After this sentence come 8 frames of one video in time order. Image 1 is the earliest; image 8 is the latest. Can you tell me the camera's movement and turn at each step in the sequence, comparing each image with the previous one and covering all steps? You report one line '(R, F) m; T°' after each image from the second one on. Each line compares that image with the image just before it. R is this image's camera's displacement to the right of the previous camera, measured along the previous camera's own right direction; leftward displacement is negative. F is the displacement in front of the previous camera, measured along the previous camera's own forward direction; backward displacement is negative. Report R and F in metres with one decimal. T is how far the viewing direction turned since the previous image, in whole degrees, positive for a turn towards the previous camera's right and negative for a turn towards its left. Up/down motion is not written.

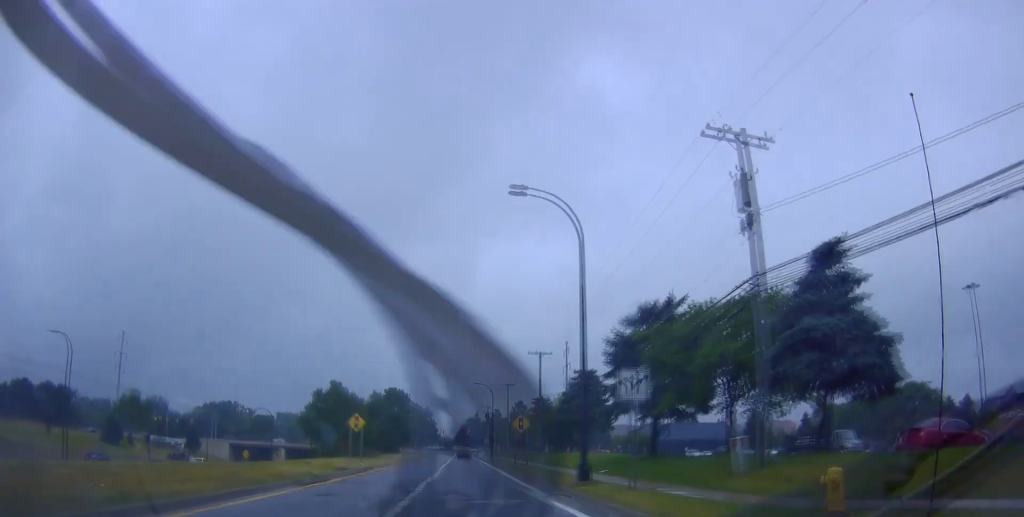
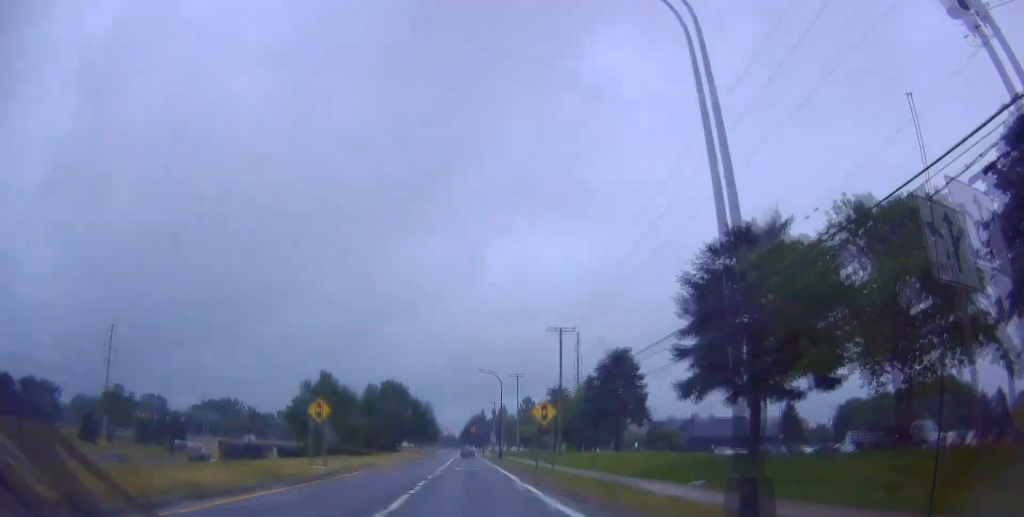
(+0.3, +11.7) m; 0°
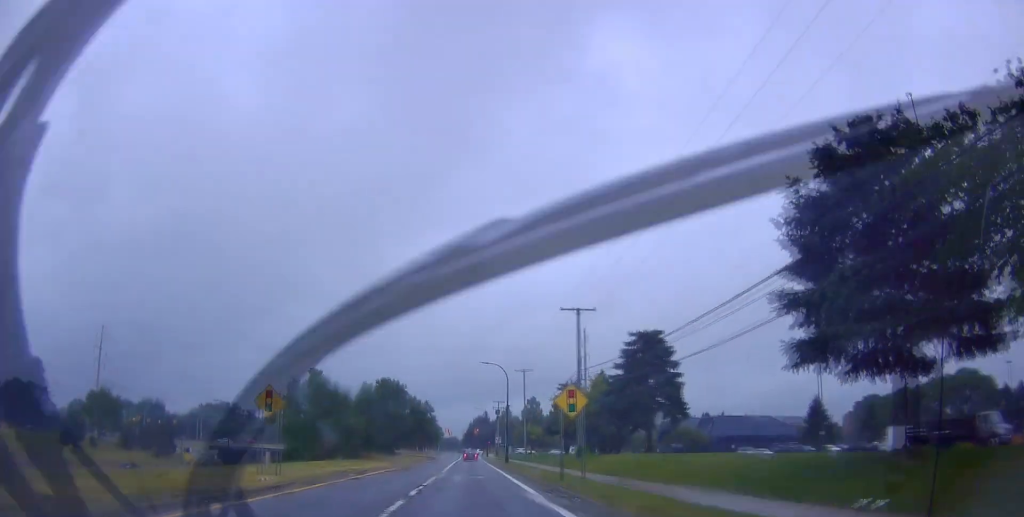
(-0.5, +7.9) m; -1°
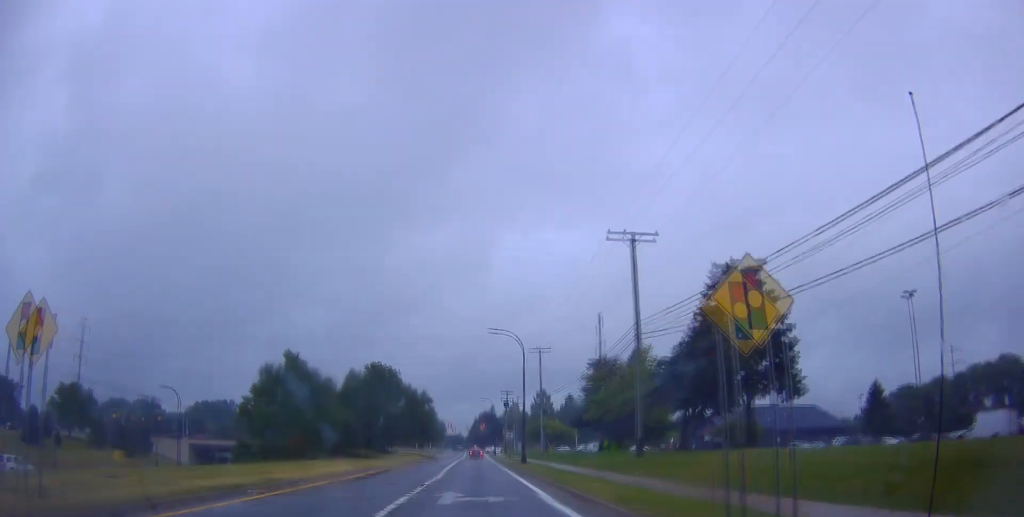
(+0.2, +14.7) m; +1°
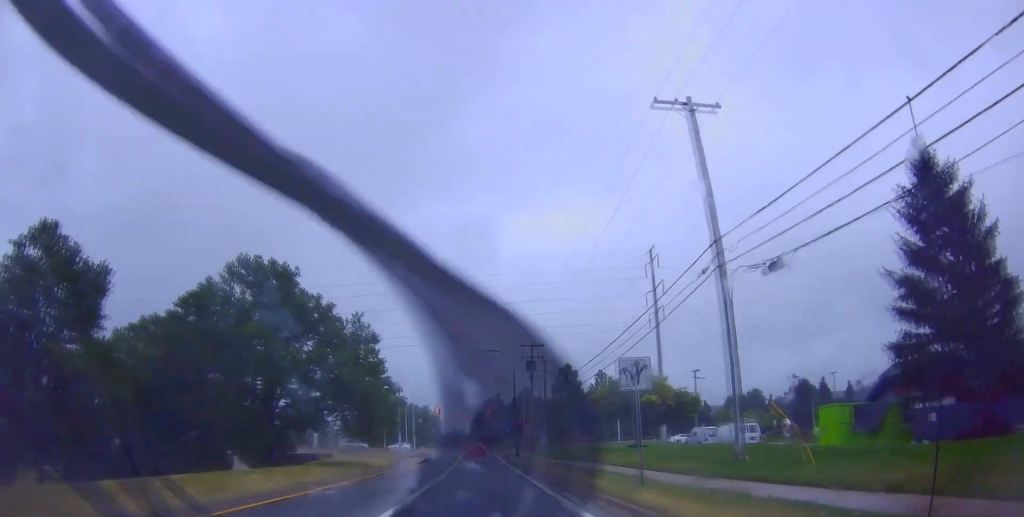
(-2.0, +50.3) m; -4°
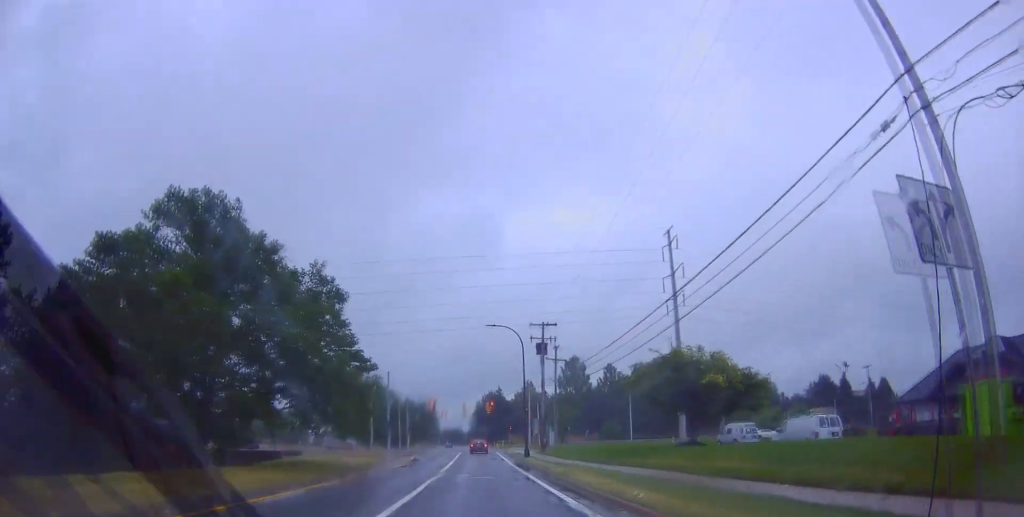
(0.0, +10.7) m; -1°
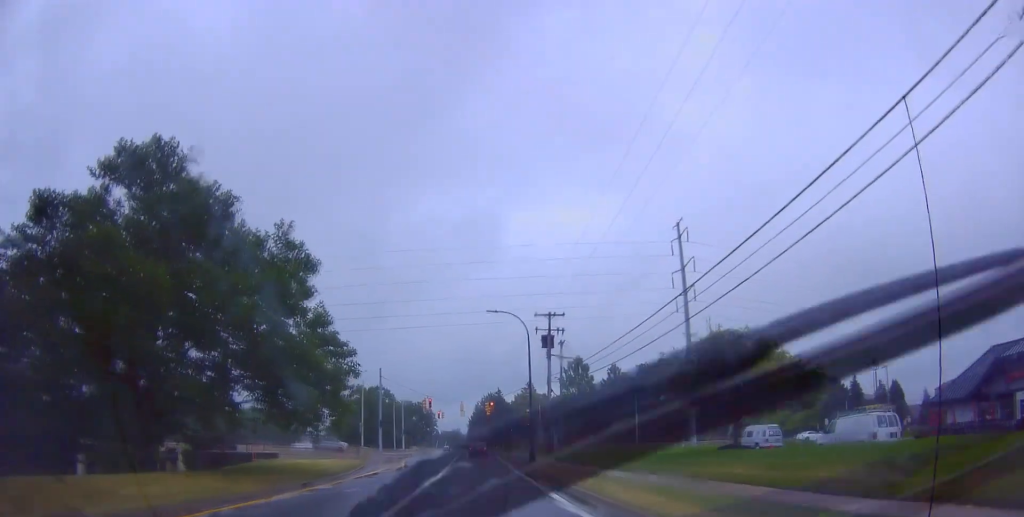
(+0.1, +5.8) m; -1°
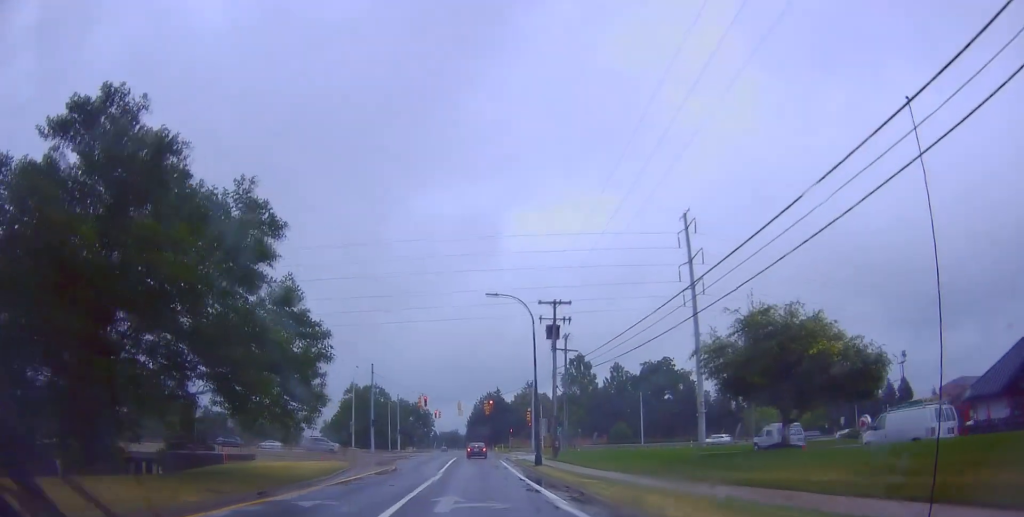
(0.0, +4.9) m; -1°
